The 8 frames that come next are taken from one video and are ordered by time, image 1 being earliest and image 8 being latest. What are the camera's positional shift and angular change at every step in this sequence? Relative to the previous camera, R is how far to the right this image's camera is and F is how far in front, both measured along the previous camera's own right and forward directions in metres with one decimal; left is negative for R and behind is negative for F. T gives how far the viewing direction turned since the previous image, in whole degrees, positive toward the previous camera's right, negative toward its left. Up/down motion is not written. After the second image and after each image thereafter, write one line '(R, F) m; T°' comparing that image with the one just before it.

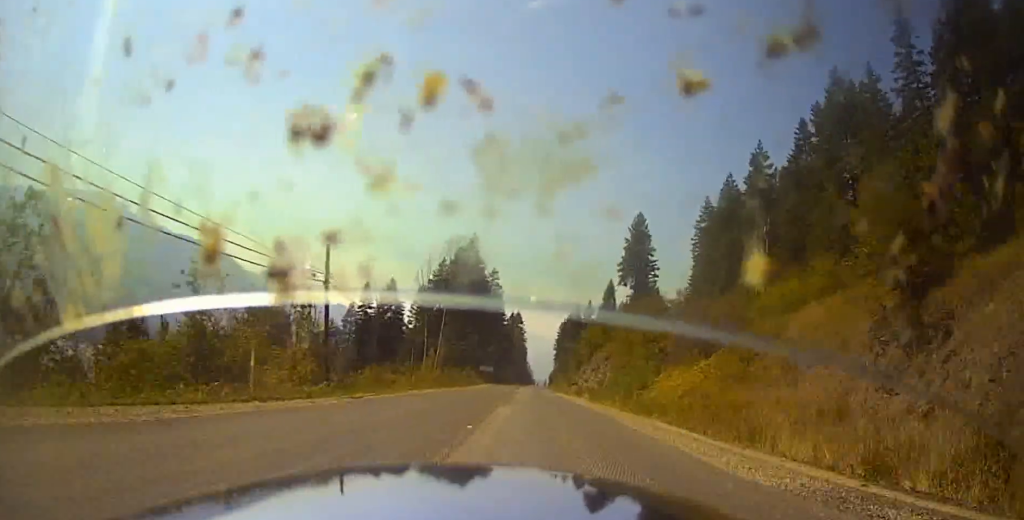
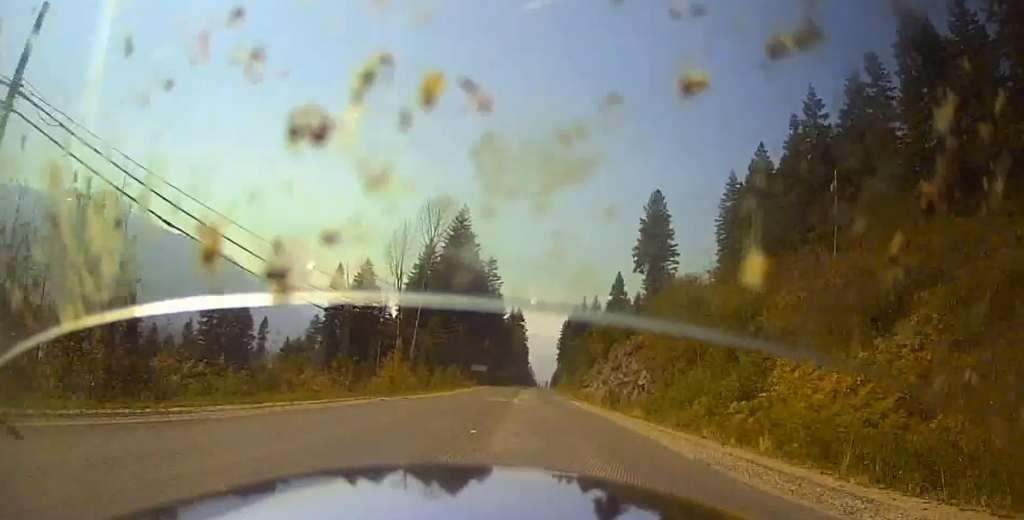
(0.0, +20.1) m; 0°
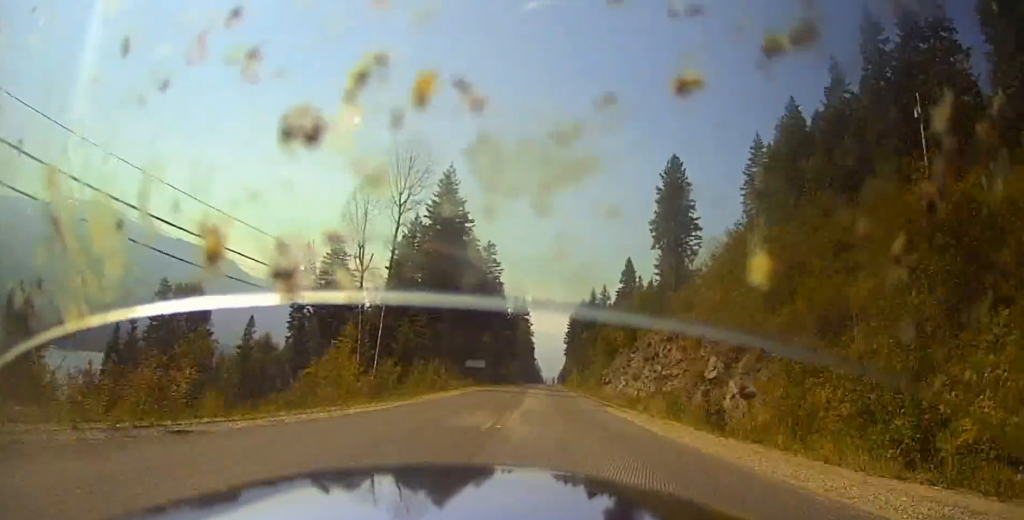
(0.0, +18.6) m; 0°
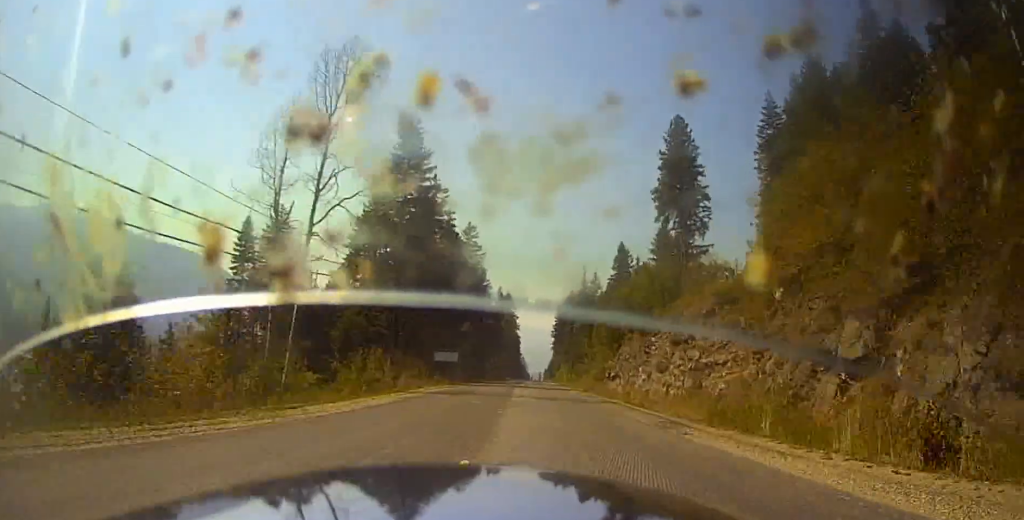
(+0.1, +16.5) m; 0°
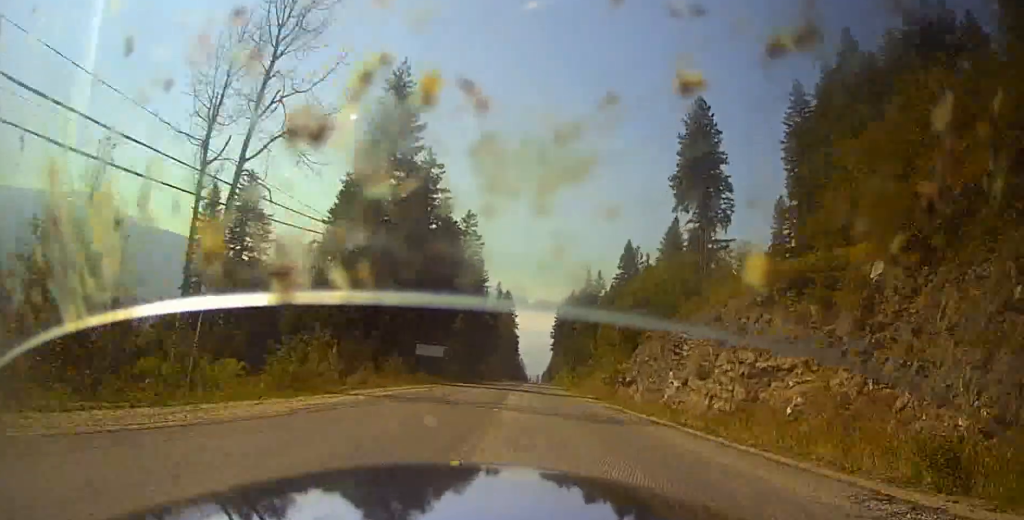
(0.0, +10.3) m; 0°
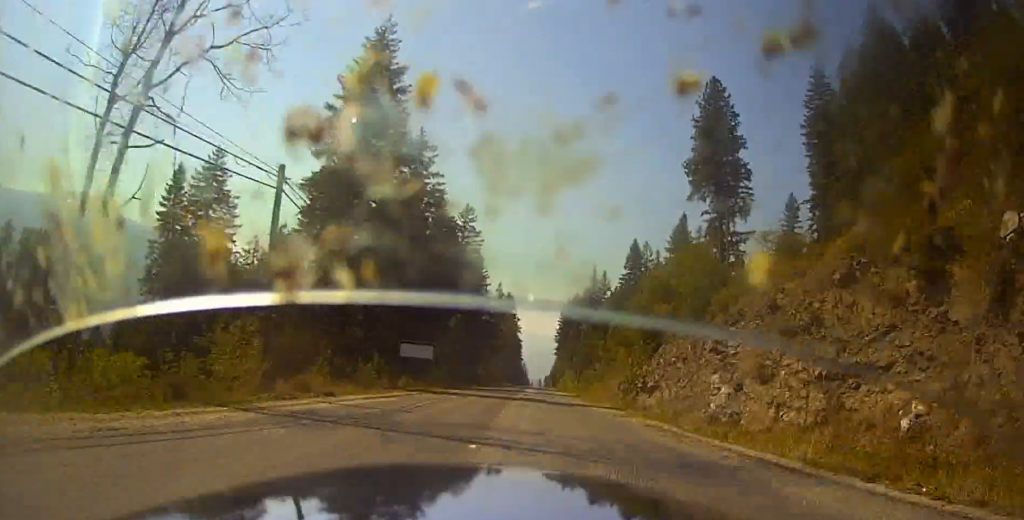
(0.0, +8.4) m; 0°
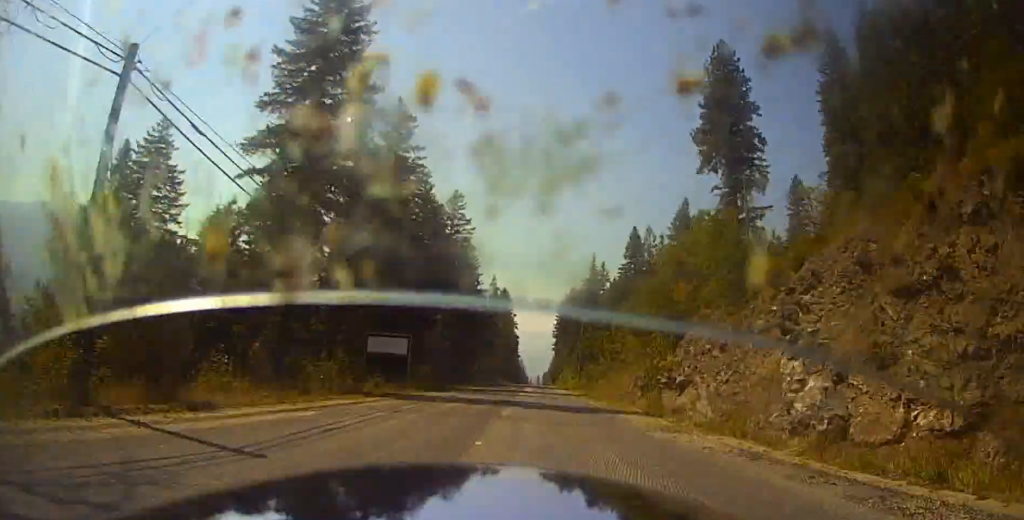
(0.0, +9.0) m; 0°
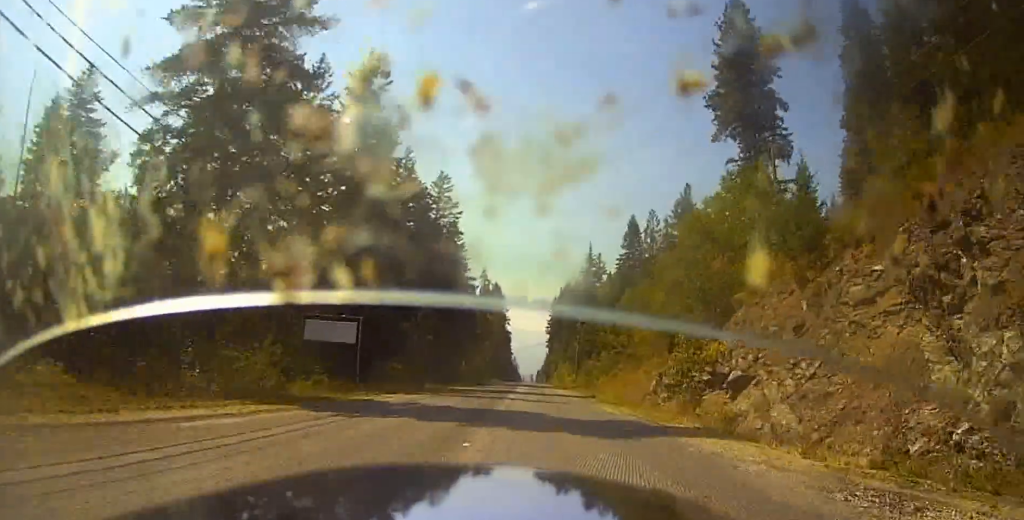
(0.0, +10.3) m; 0°
